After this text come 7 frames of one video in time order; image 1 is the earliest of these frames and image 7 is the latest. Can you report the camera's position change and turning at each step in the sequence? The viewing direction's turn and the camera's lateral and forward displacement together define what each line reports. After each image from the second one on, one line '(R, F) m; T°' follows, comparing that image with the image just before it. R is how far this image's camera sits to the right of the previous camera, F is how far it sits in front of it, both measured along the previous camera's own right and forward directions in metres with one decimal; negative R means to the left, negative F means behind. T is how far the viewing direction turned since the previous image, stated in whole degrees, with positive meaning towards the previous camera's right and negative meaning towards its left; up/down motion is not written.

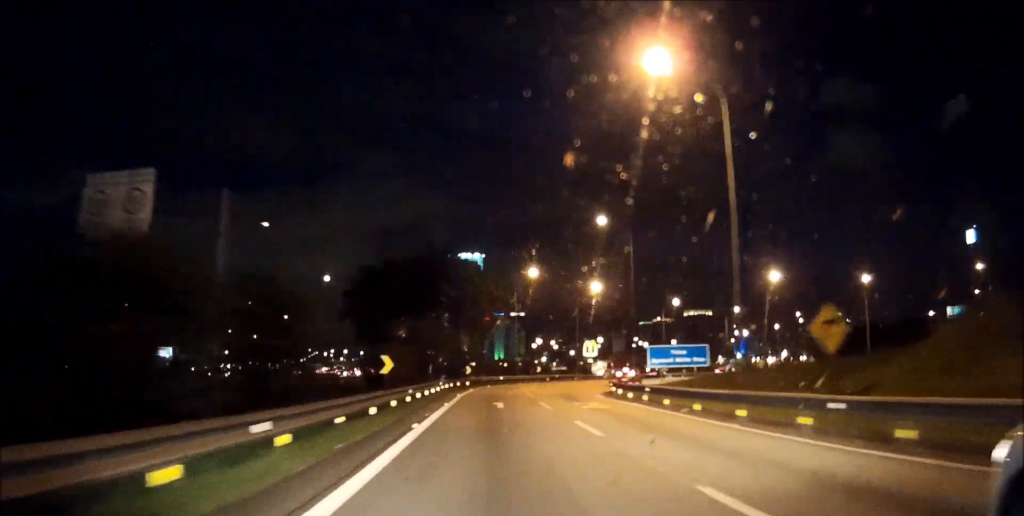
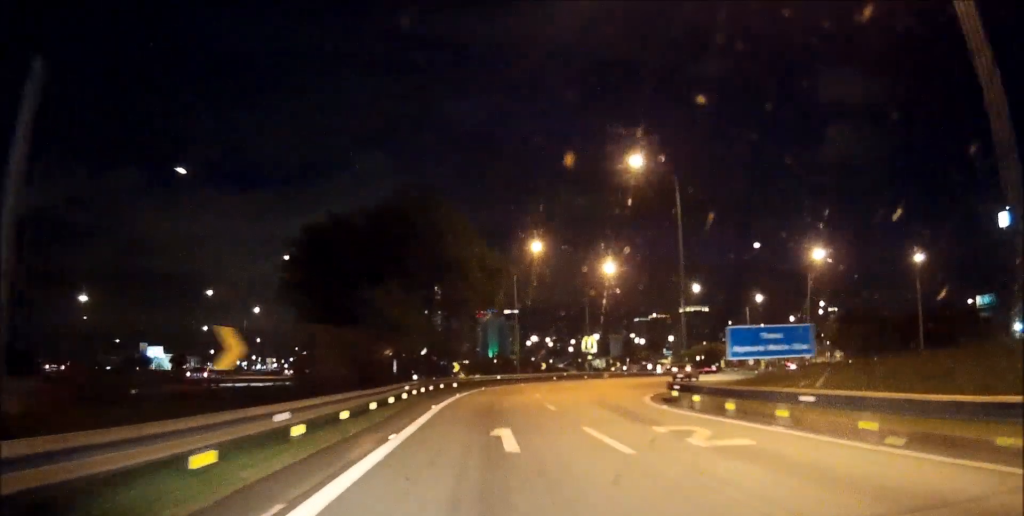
(0.0, +14.9) m; +1°
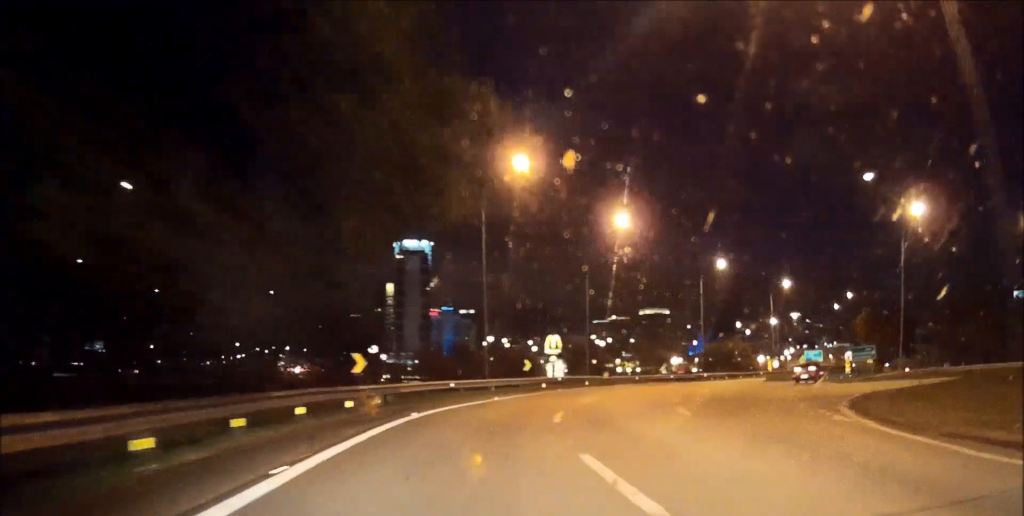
(+0.6, +27.6) m; +2°
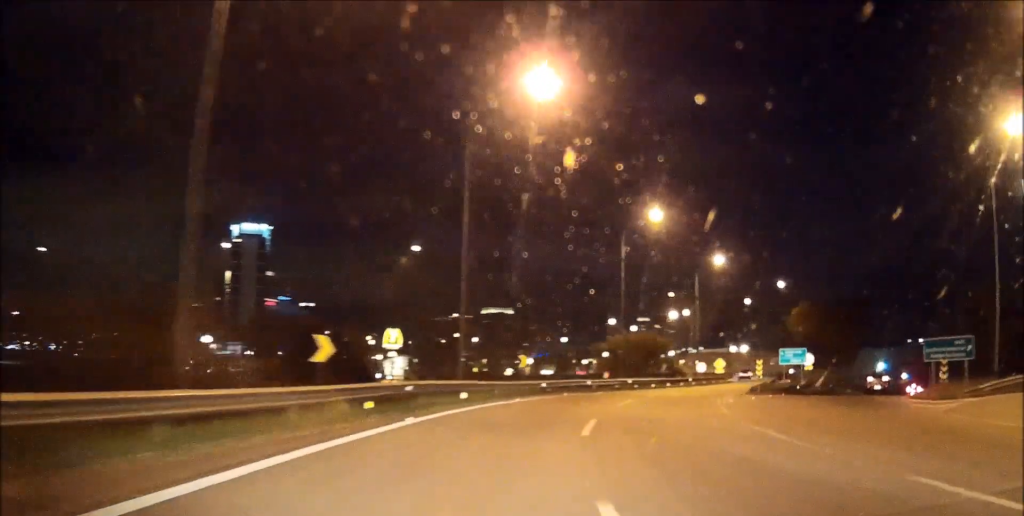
(+1.5, +26.9) m; +10°
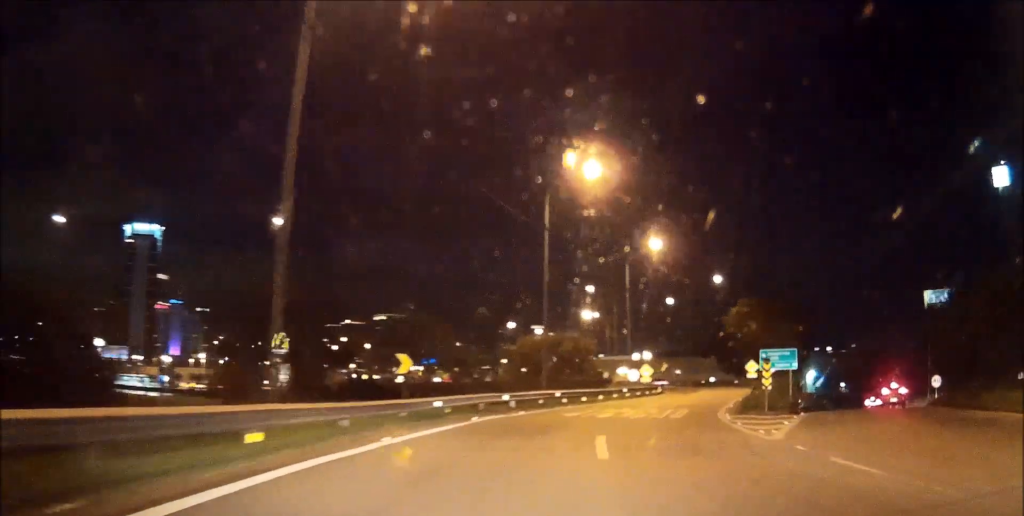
(+1.0, +14.0) m; +9°
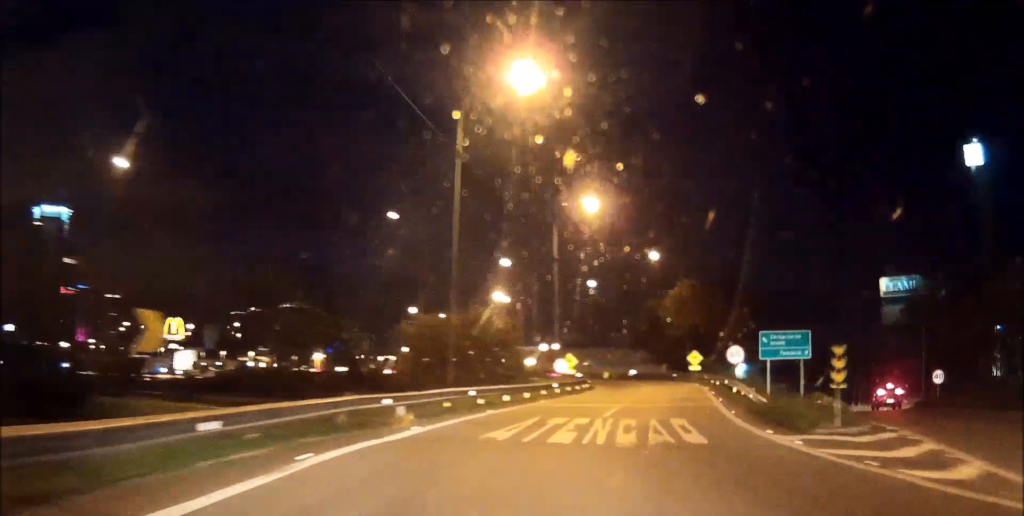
(+0.5, +11.6) m; +8°
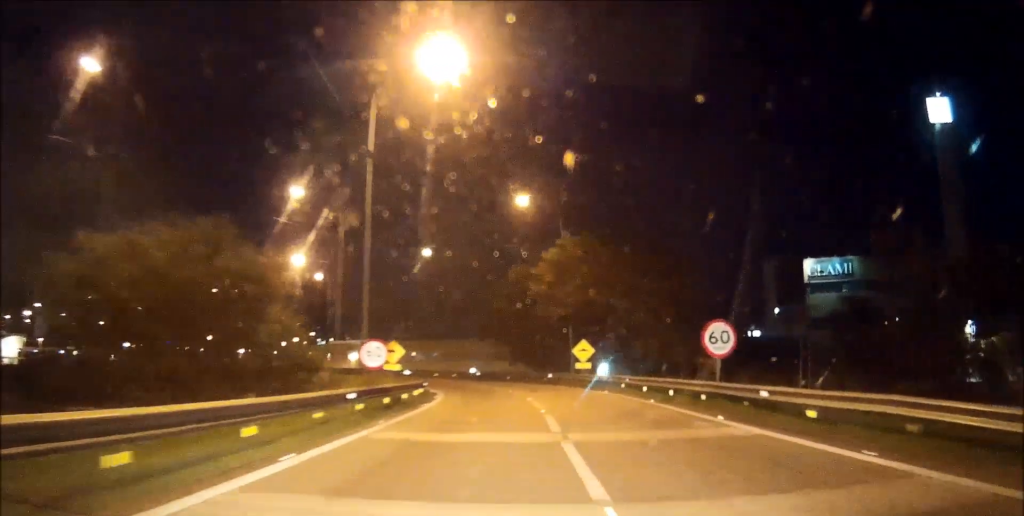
(+2.9, +22.6) m; +11°
